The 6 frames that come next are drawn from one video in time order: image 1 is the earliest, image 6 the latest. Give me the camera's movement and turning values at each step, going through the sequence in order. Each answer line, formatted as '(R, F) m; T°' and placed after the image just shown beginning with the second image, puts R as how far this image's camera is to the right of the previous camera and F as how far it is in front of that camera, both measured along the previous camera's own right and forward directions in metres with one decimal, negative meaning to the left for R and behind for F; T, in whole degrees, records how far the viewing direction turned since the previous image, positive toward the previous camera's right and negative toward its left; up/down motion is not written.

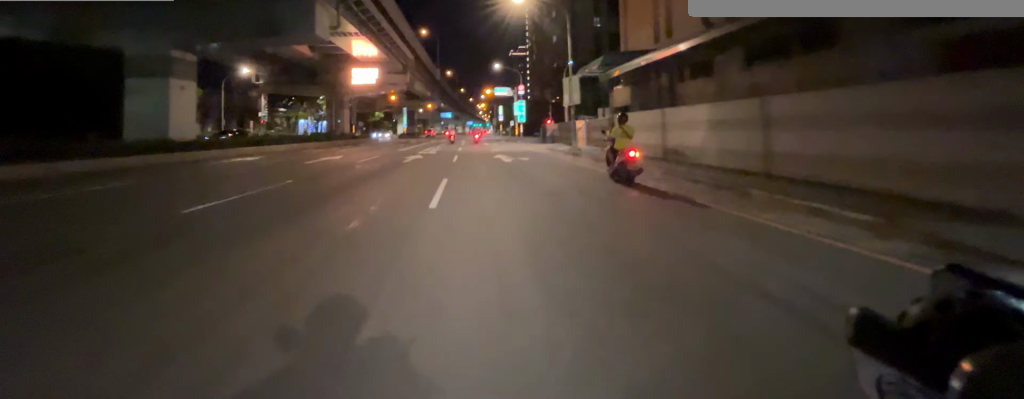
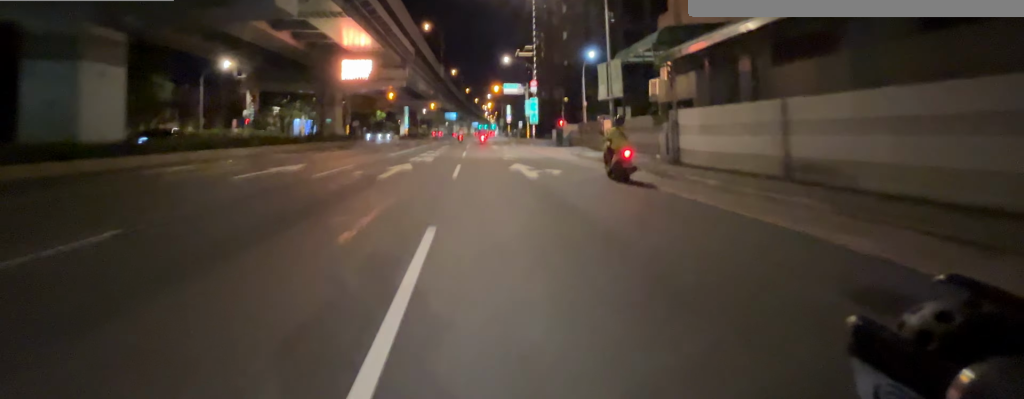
(-0.1, +4.8) m; +1°
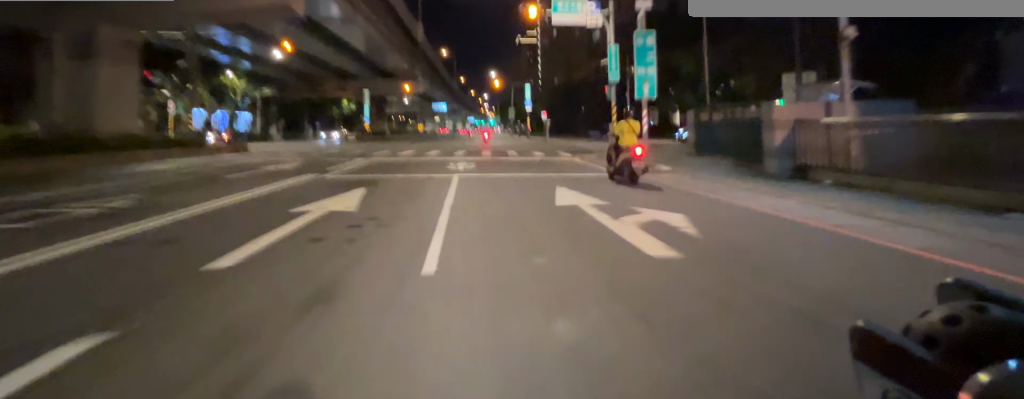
(+0.7, +26.9) m; +1°
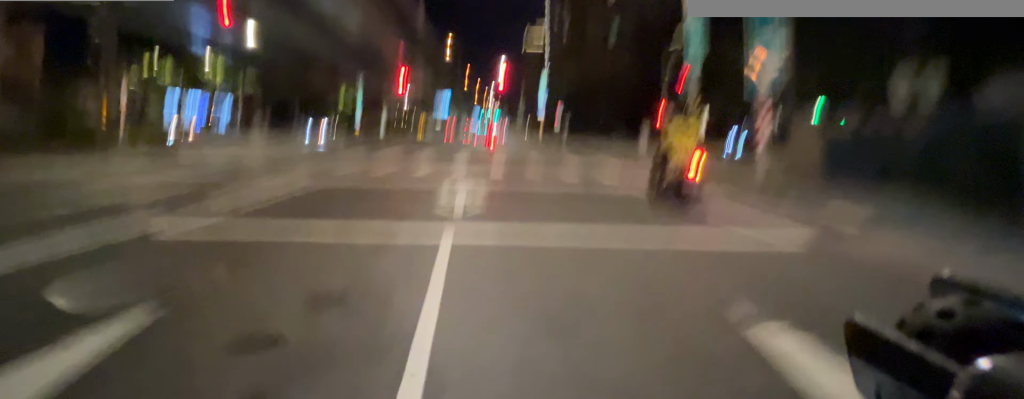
(0.0, +6.0) m; 0°
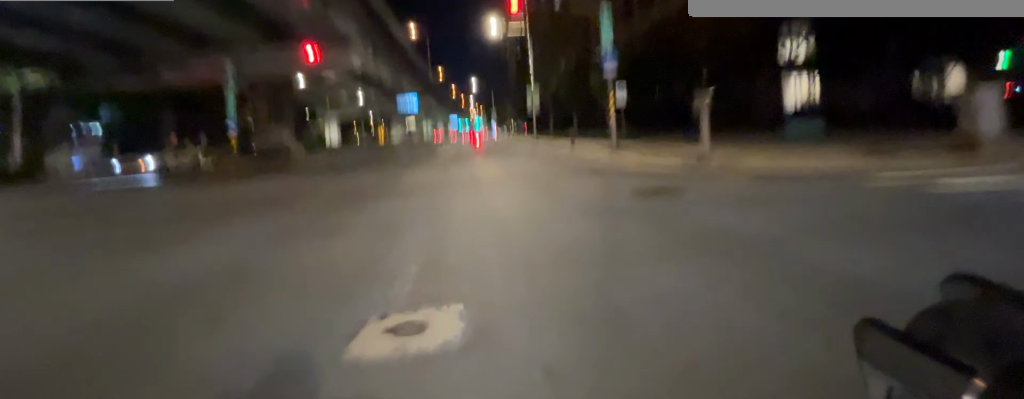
(+0.3, +23.2) m; +2°
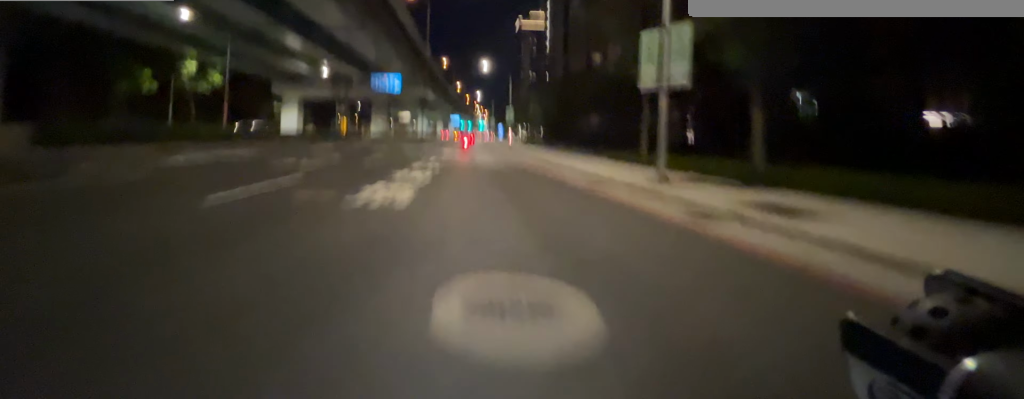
(+0.1, +22.9) m; -1°
